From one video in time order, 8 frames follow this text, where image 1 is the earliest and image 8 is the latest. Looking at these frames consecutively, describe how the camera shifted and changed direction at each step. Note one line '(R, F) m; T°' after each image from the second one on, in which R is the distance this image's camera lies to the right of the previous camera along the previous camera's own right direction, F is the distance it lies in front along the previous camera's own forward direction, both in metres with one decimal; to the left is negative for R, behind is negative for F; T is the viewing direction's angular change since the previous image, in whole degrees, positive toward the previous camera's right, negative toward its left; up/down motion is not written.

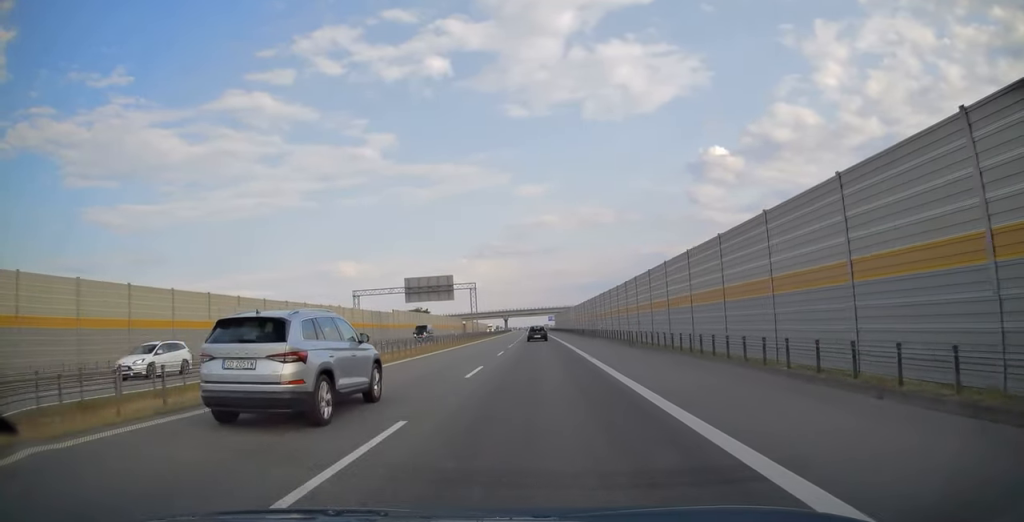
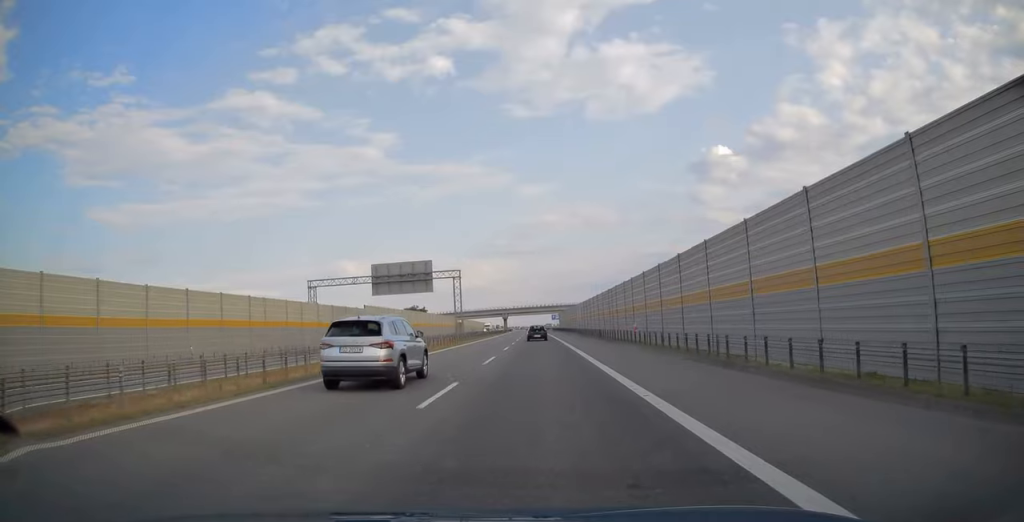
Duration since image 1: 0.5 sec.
(0.0, +18.4) m; 0°
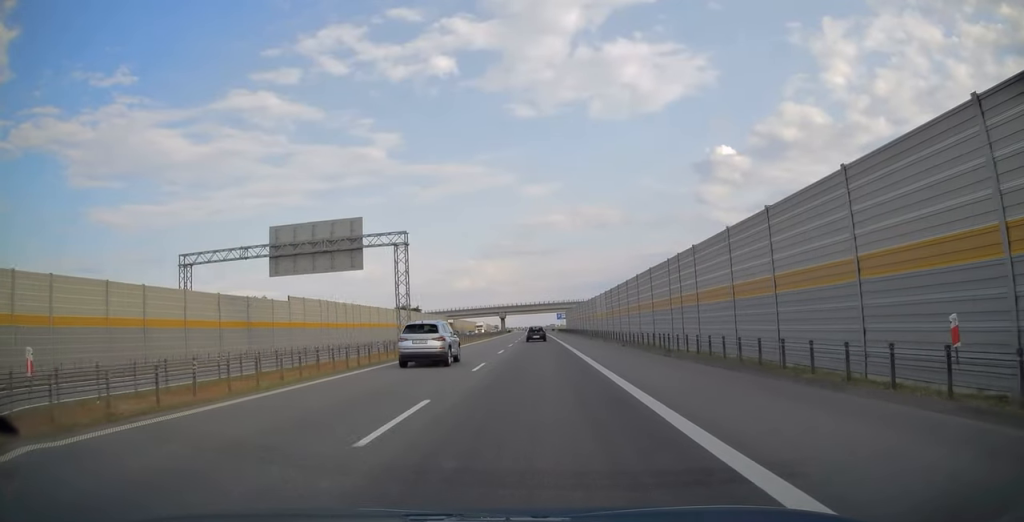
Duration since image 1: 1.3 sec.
(-0.1, +27.6) m; -1°
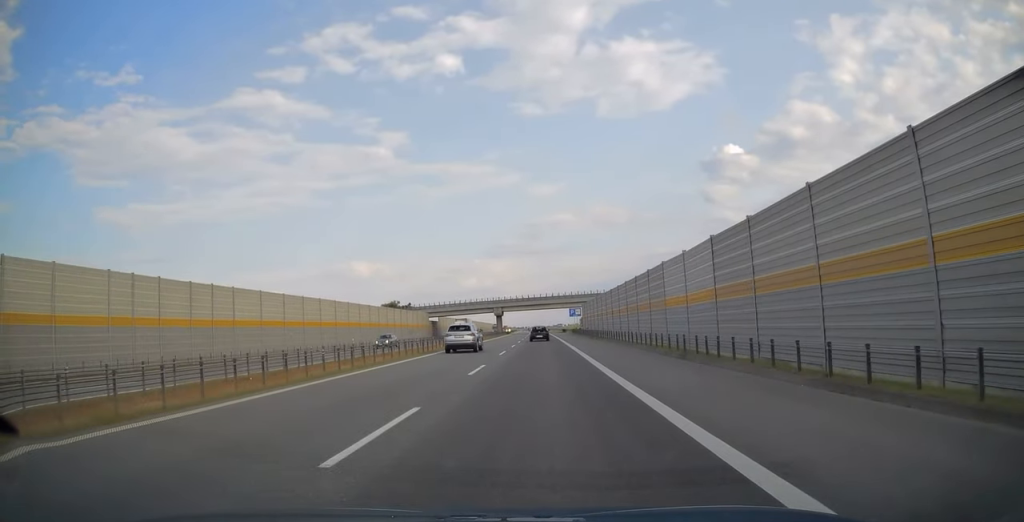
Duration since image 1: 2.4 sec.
(-0.3, +37.6) m; -1°
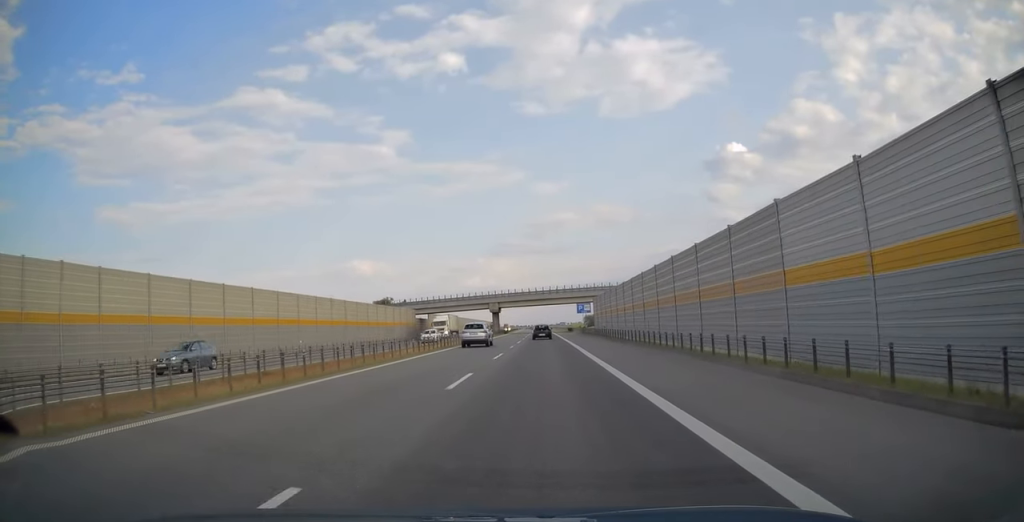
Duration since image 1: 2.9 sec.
(-0.1, +17.1) m; 0°
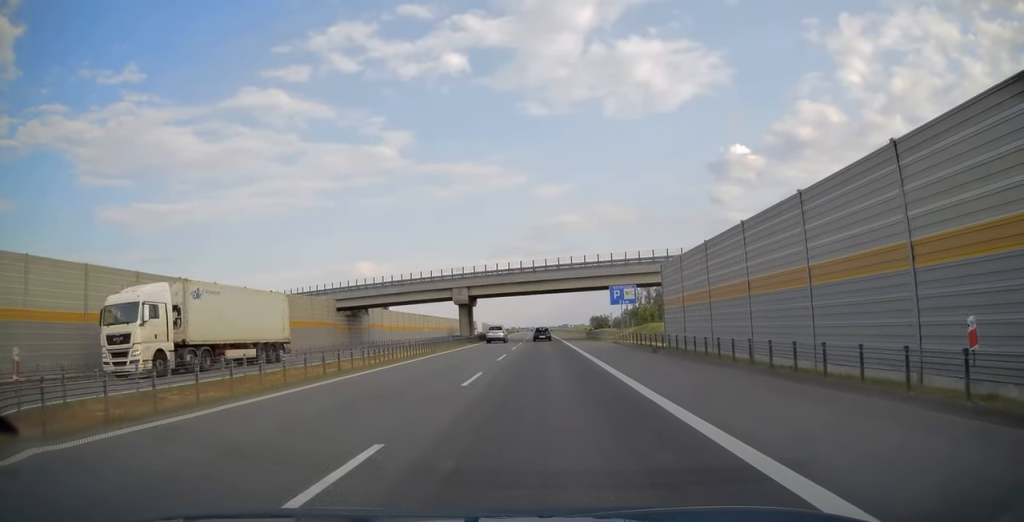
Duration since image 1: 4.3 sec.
(0.0, +46.7) m; 0°
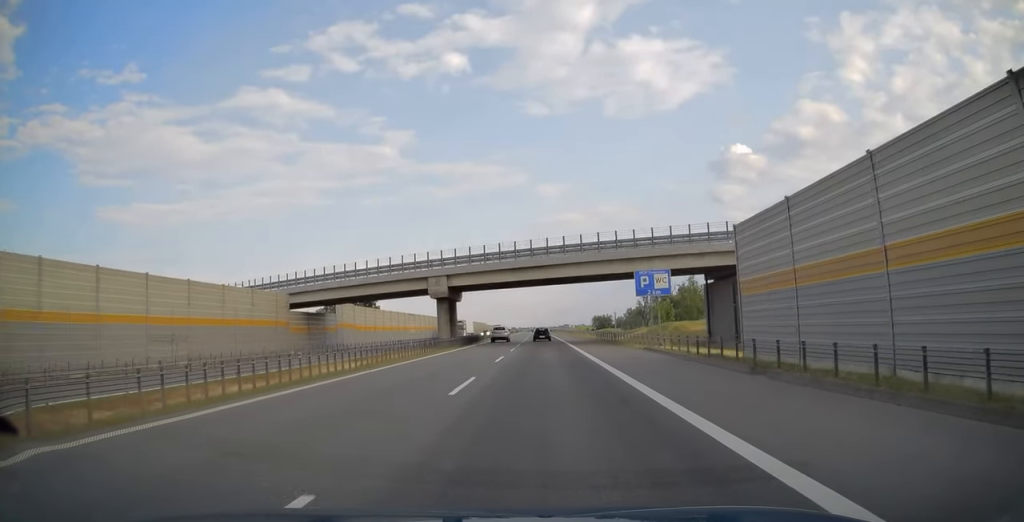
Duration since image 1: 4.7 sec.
(+0.1, +14.0) m; 0°
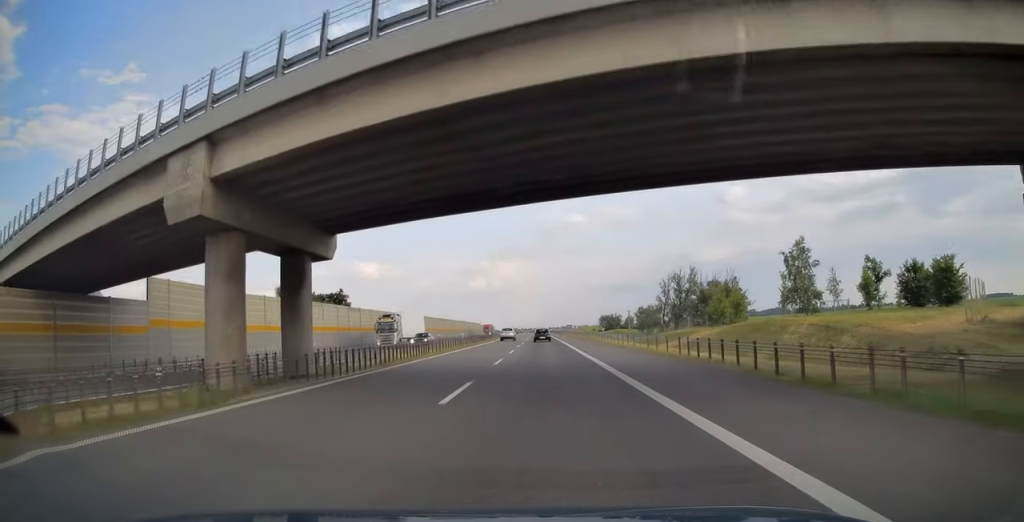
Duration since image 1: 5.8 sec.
(-0.2, +36.7) m; 0°
